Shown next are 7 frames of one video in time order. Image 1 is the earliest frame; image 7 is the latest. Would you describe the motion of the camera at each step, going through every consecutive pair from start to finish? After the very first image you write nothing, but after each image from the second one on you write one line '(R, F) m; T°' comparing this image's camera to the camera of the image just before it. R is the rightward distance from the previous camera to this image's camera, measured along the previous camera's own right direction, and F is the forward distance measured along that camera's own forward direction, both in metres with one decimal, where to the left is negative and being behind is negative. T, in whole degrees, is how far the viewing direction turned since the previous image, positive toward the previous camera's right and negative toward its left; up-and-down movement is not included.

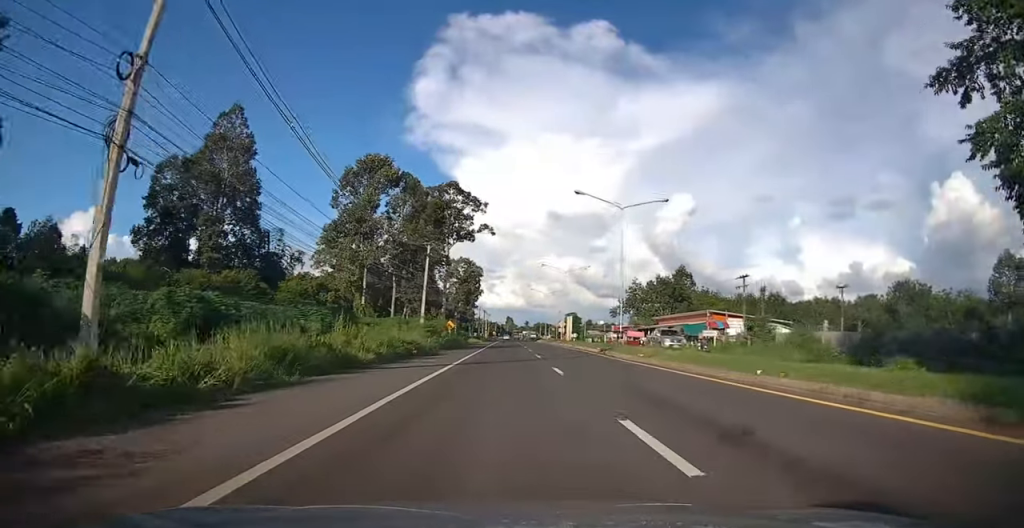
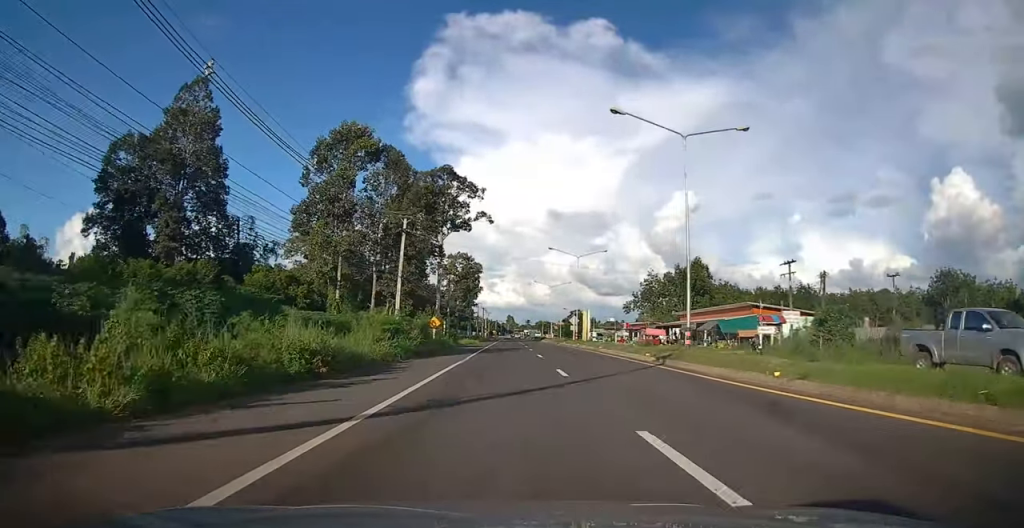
(-0.3, +12.9) m; 0°
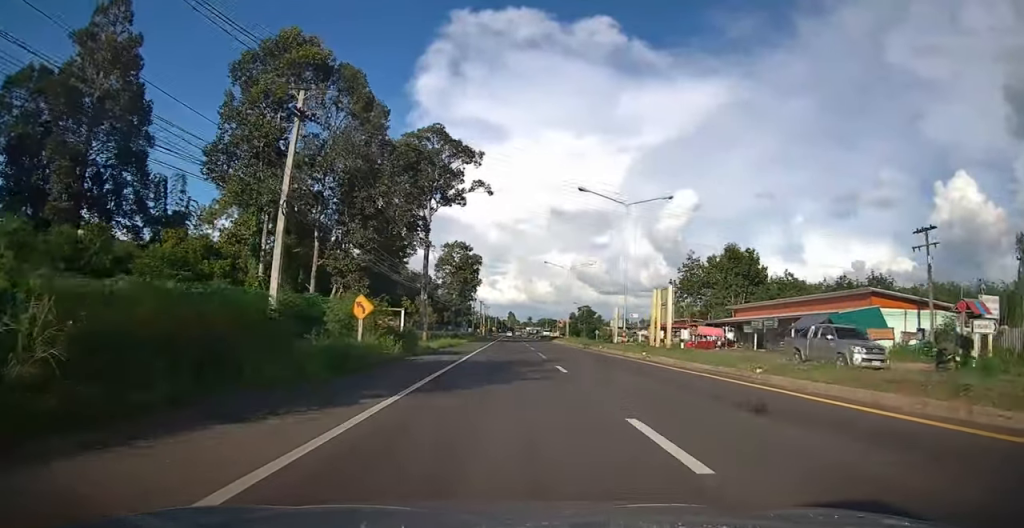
(+0.1, +23.1) m; +1°
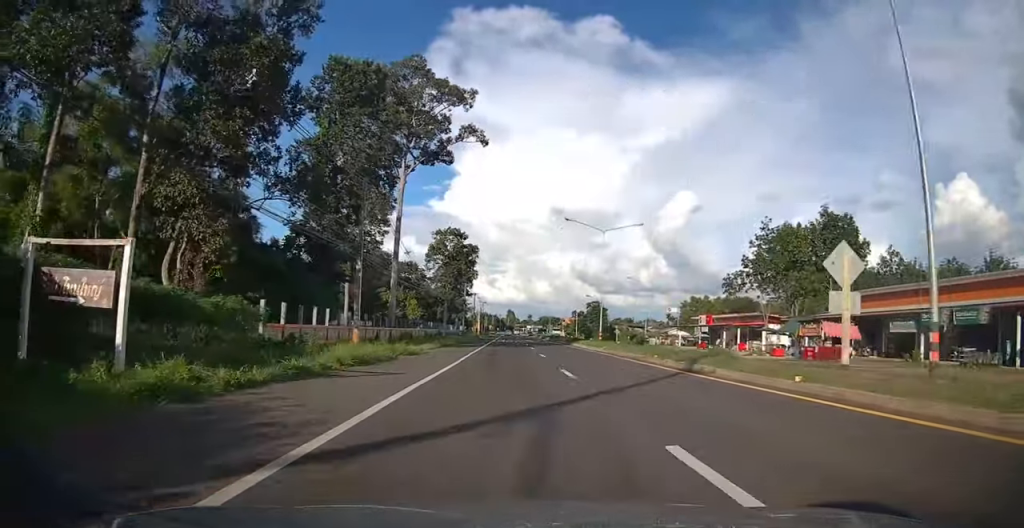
(+0.3, +26.1) m; -1°
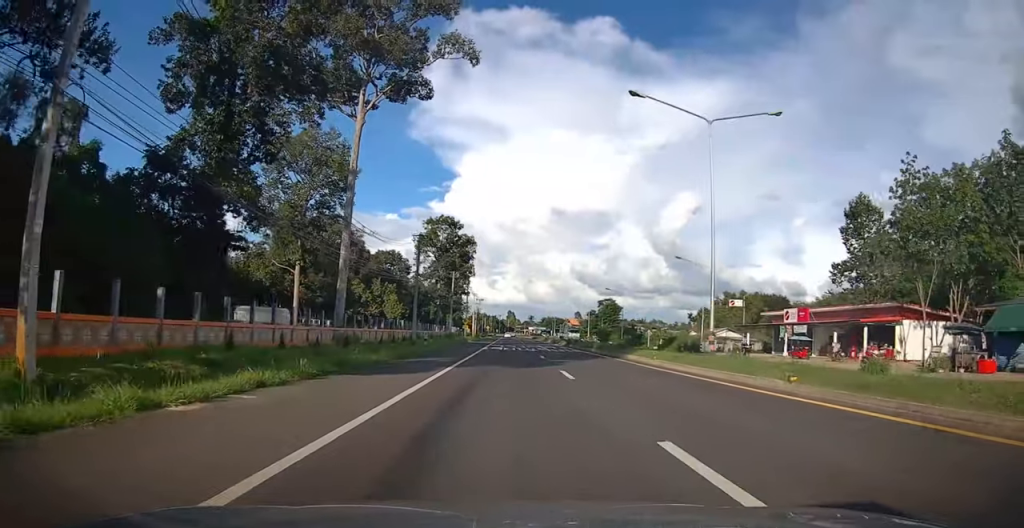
(-0.7, +23.5) m; -1°
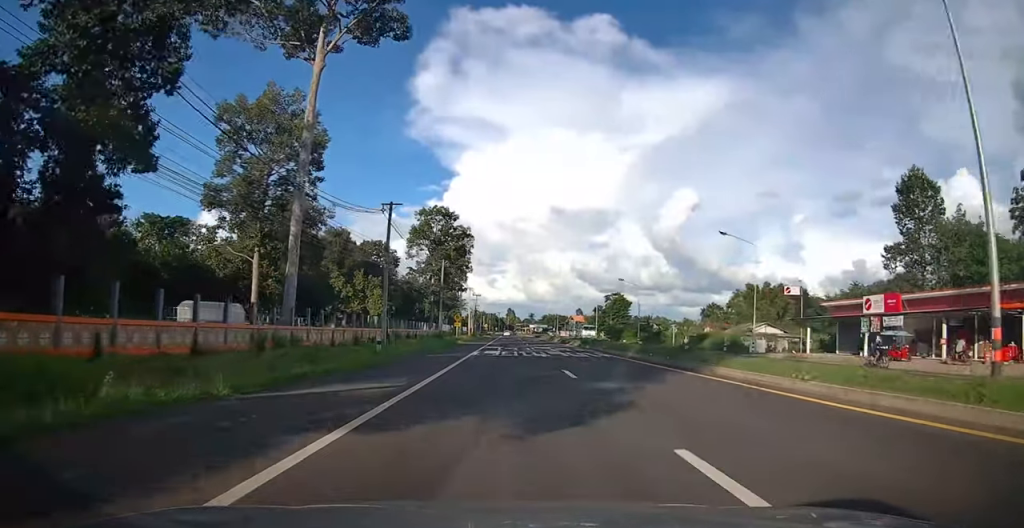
(+0.2, +12.5) m; +1°
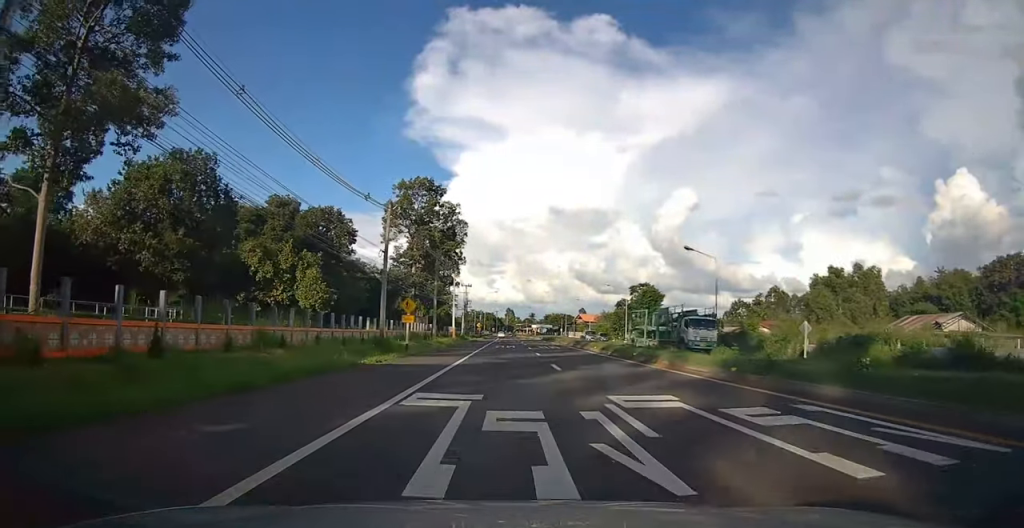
(+0.4, +31.9) m; +1°
